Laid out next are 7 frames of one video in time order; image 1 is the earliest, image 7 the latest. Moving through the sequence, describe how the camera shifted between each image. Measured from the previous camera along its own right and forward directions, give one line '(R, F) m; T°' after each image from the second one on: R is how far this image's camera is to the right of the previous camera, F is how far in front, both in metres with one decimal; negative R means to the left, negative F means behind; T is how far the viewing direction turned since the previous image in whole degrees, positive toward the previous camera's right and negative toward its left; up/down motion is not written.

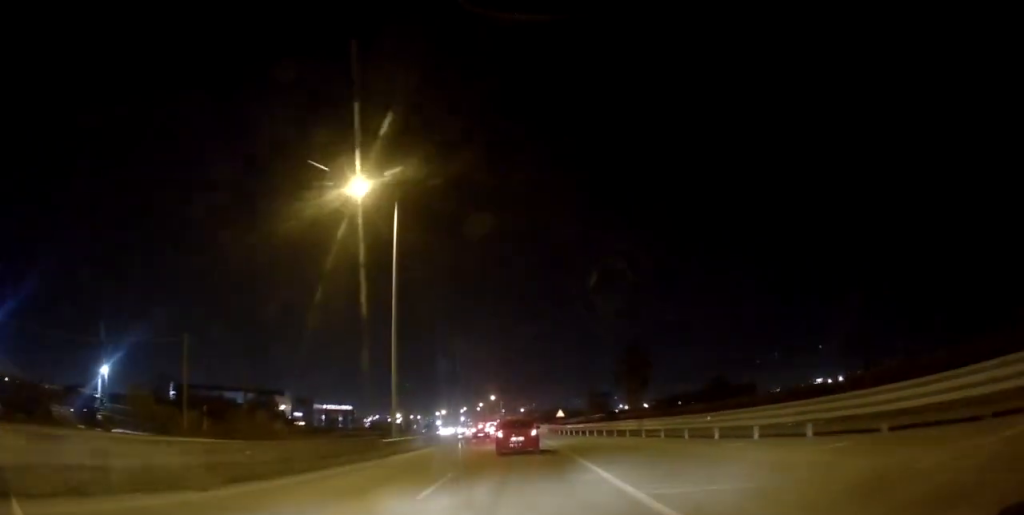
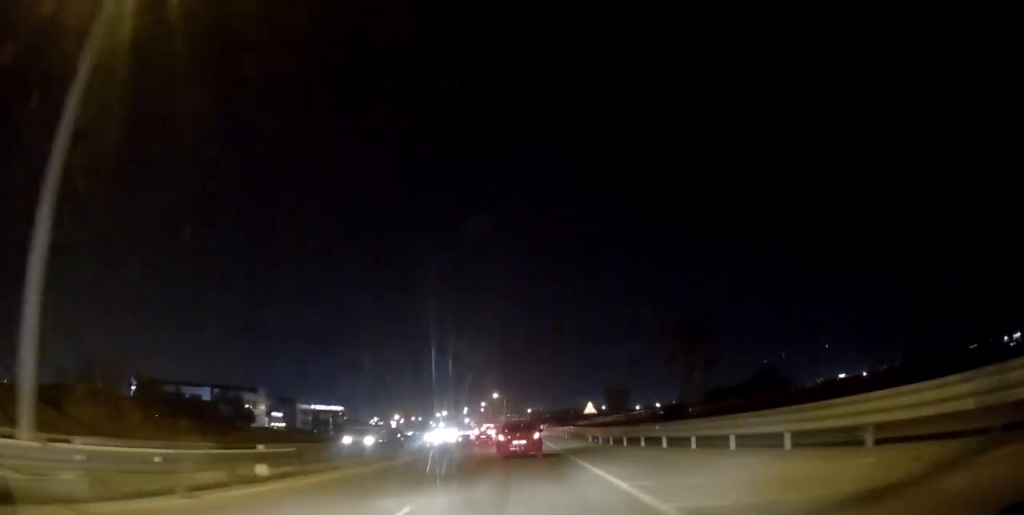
(-0.9, +22.5) m; -1°
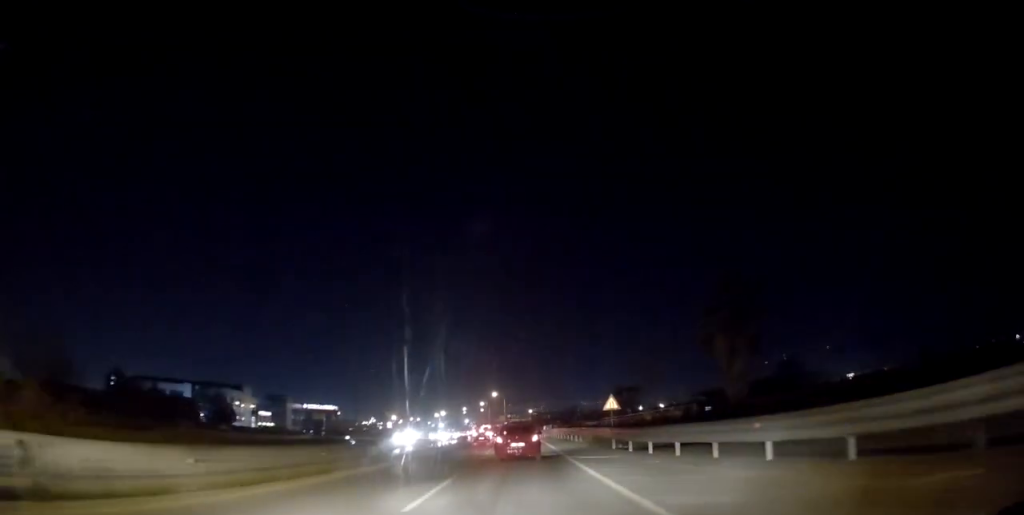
(+0.1, +9.3) m; +1°
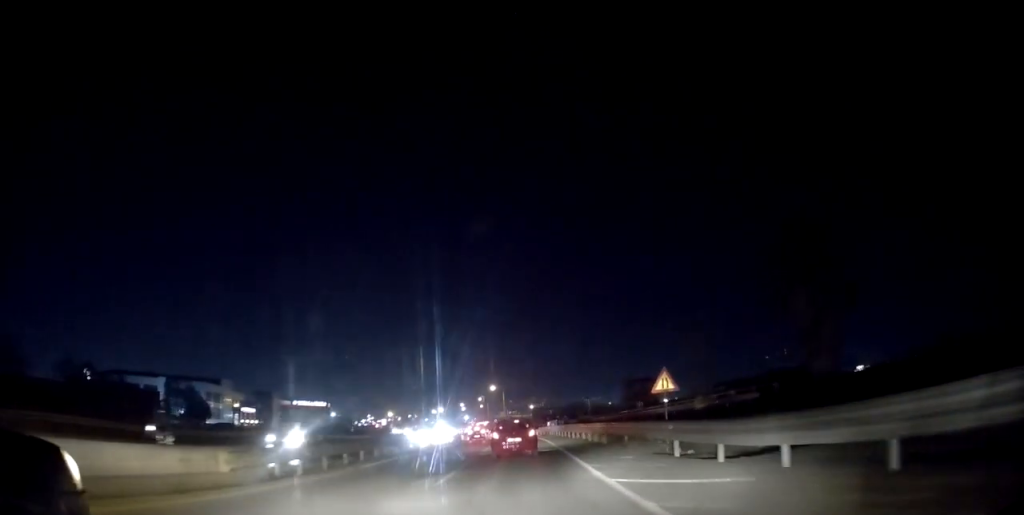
(+0.3, +11.0) m; +1°
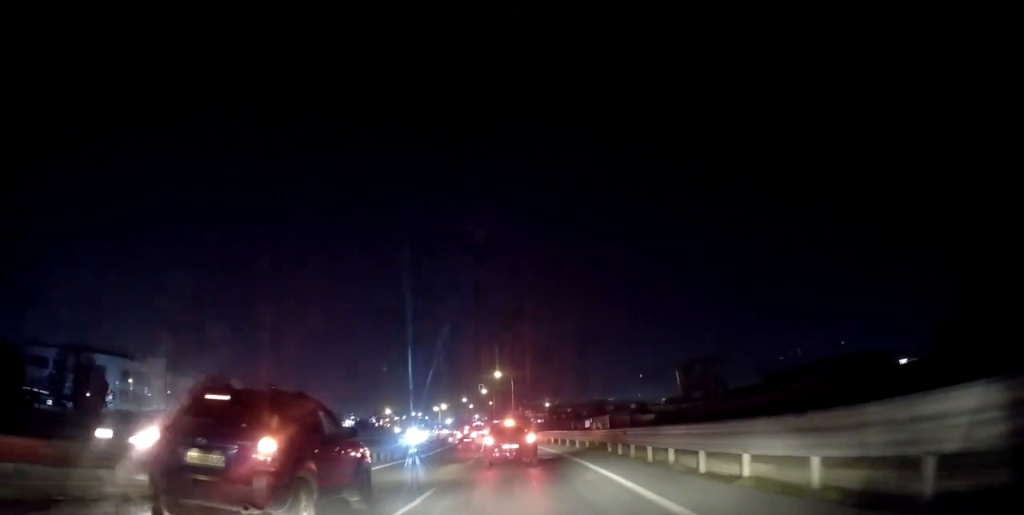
(-1.3, +34.2) m; -2°
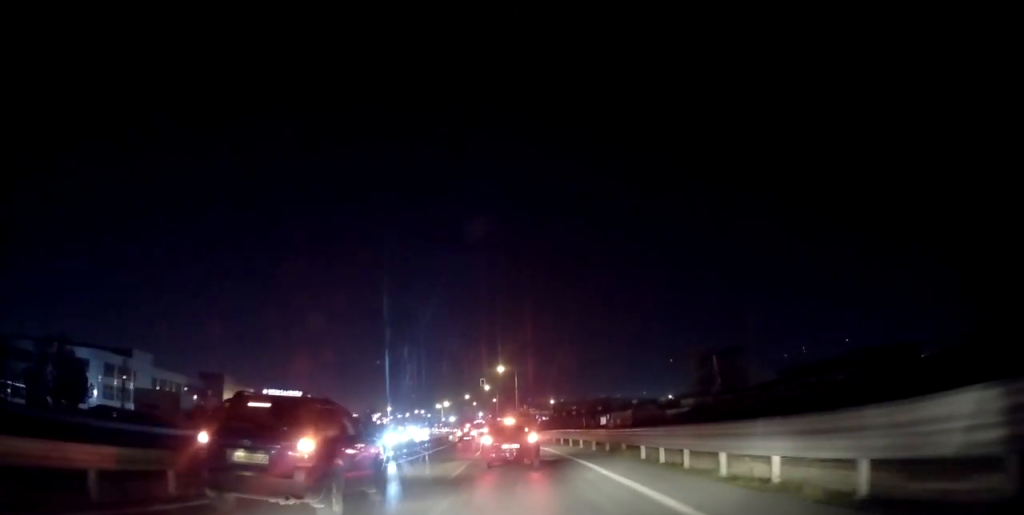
(+0.2, +6.0) m; 0°
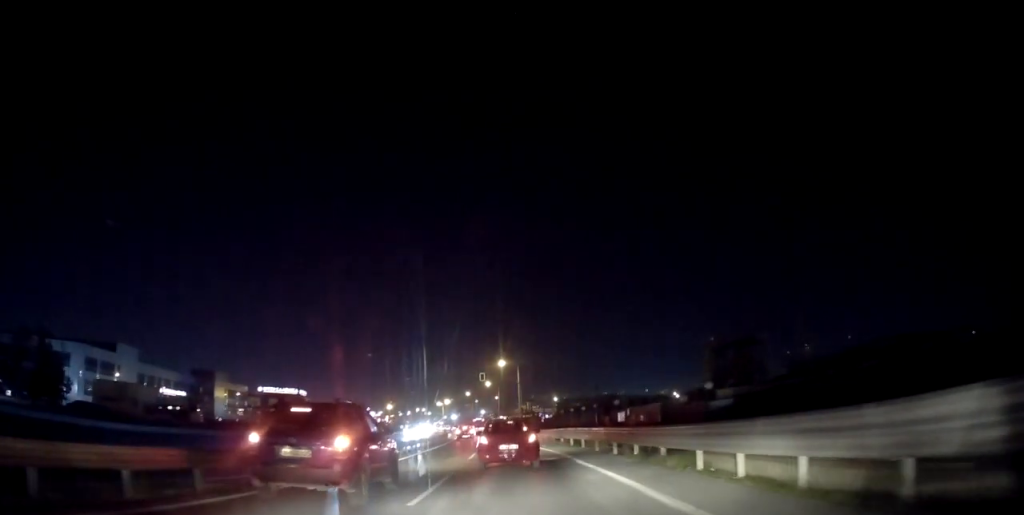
(0.0, +5.9) m; -1°
